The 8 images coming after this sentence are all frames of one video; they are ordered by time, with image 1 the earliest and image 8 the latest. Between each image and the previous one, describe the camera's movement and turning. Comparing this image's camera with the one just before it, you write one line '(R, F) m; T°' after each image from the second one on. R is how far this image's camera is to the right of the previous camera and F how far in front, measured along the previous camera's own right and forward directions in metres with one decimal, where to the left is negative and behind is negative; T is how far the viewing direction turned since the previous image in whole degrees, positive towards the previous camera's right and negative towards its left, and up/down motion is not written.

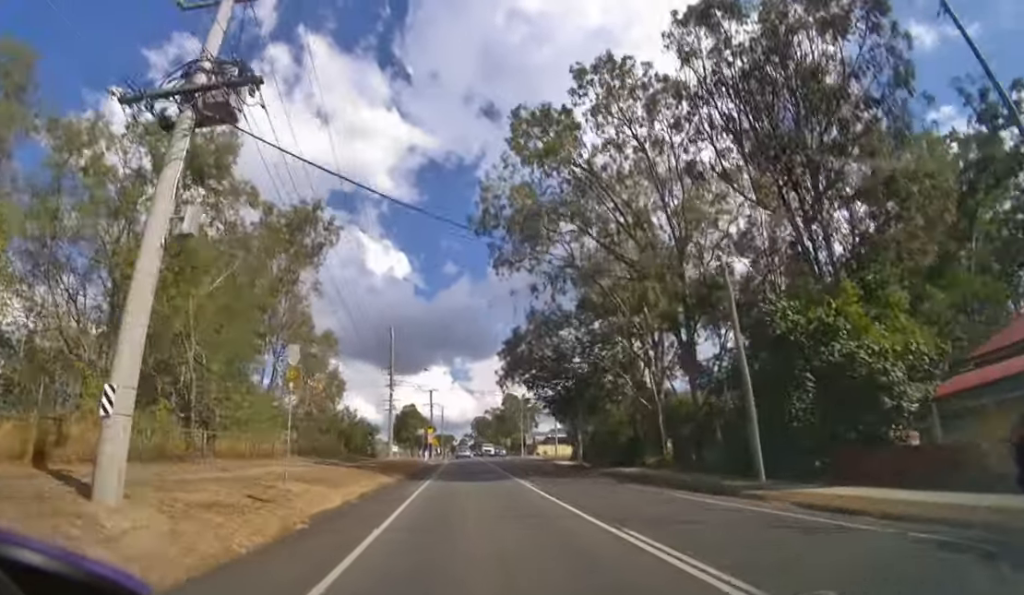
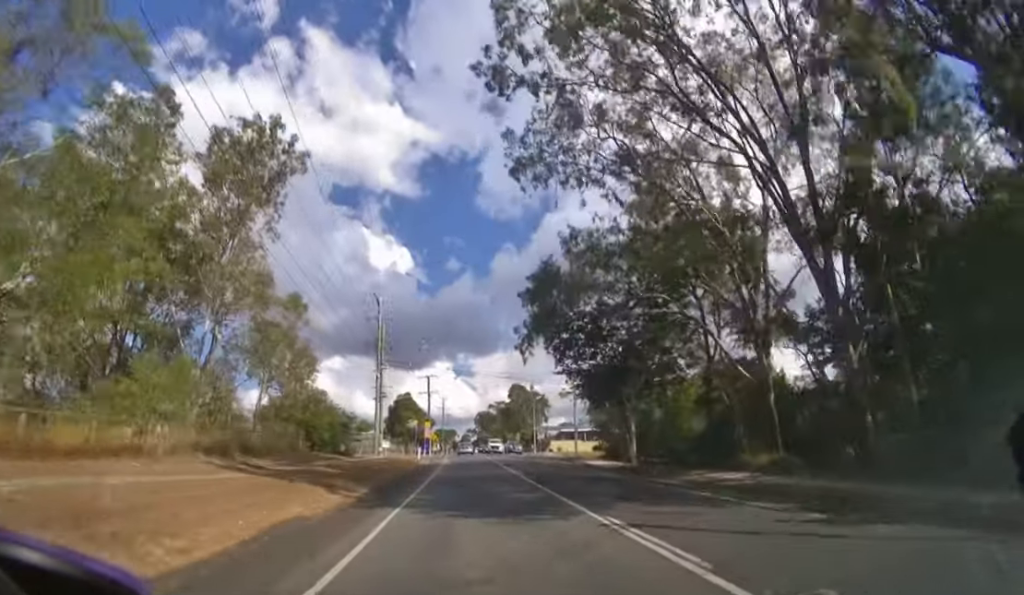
(0.0, +12.8) m; 0°
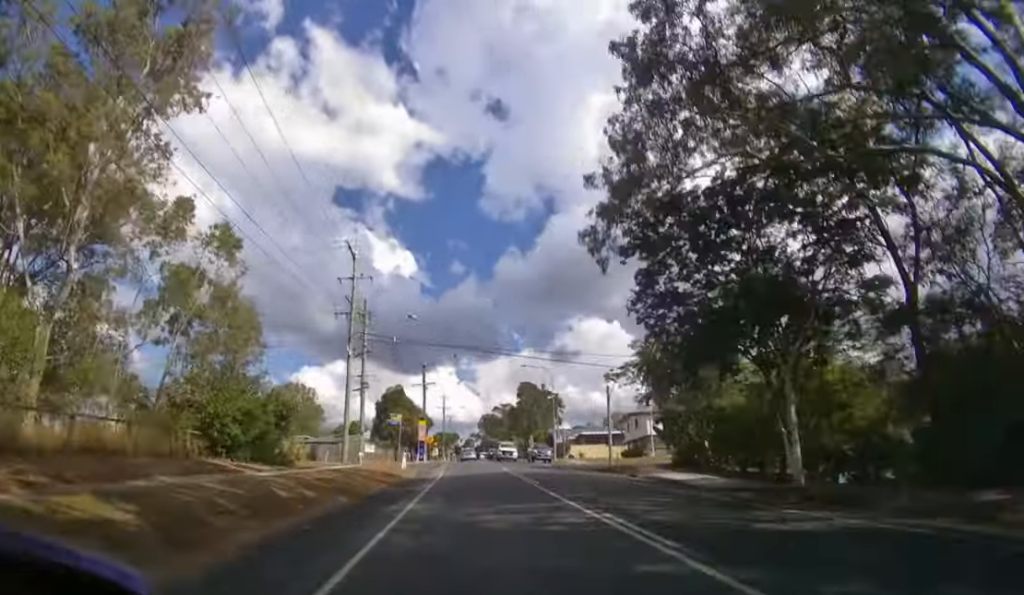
(0.0, +15.1) m; -1°
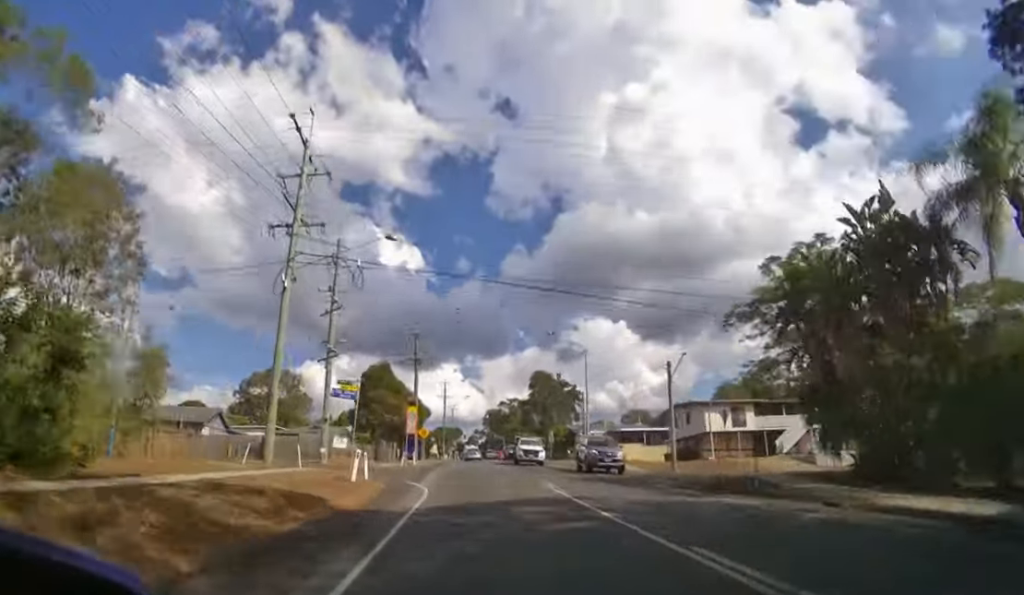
(-0.1, +14.5) m; 0°
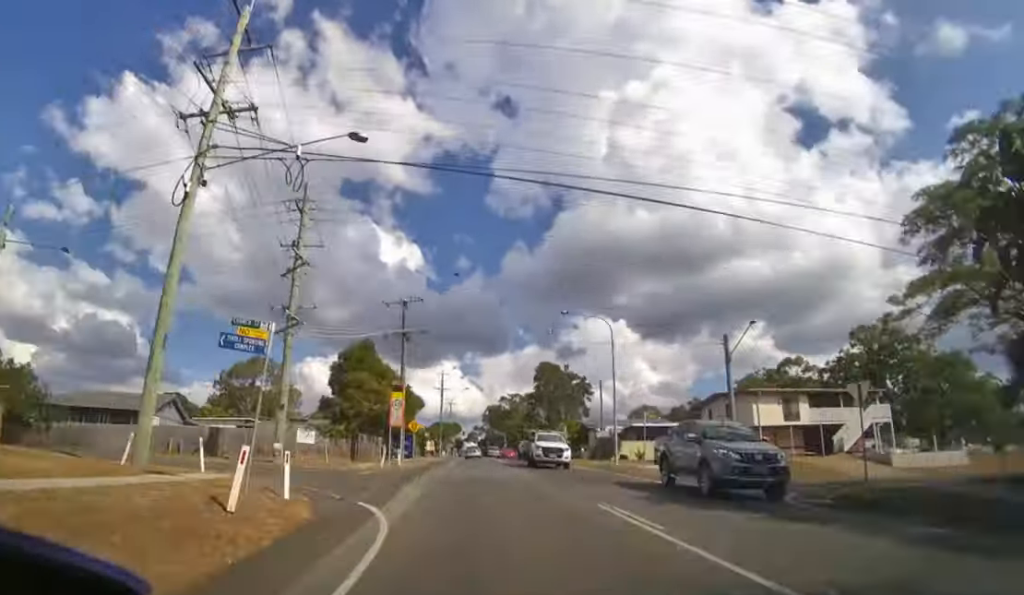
(-0.1, +8.2) m; 0°
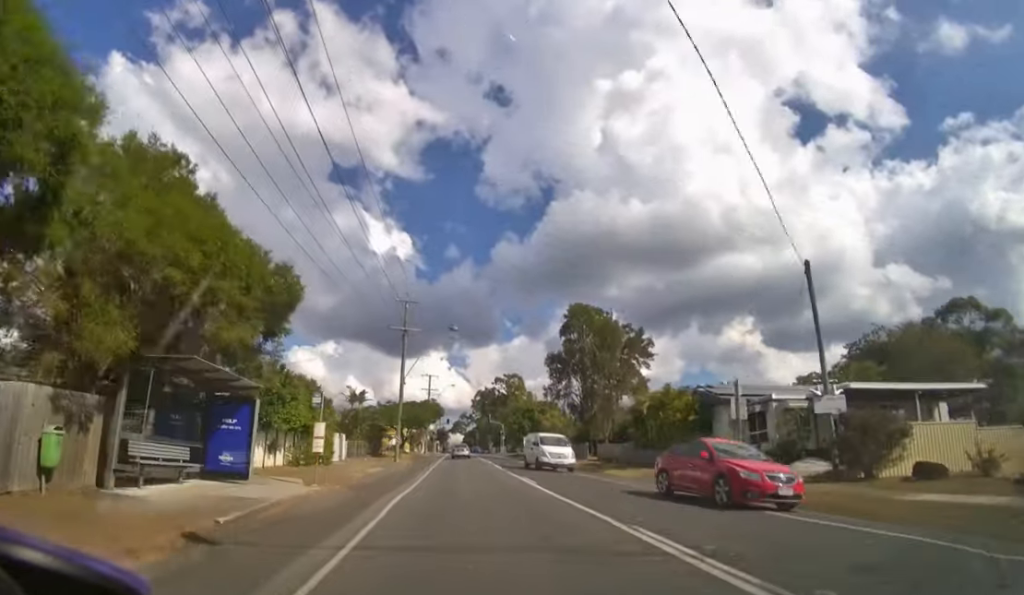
(+0.5, +34.1) m; +1°
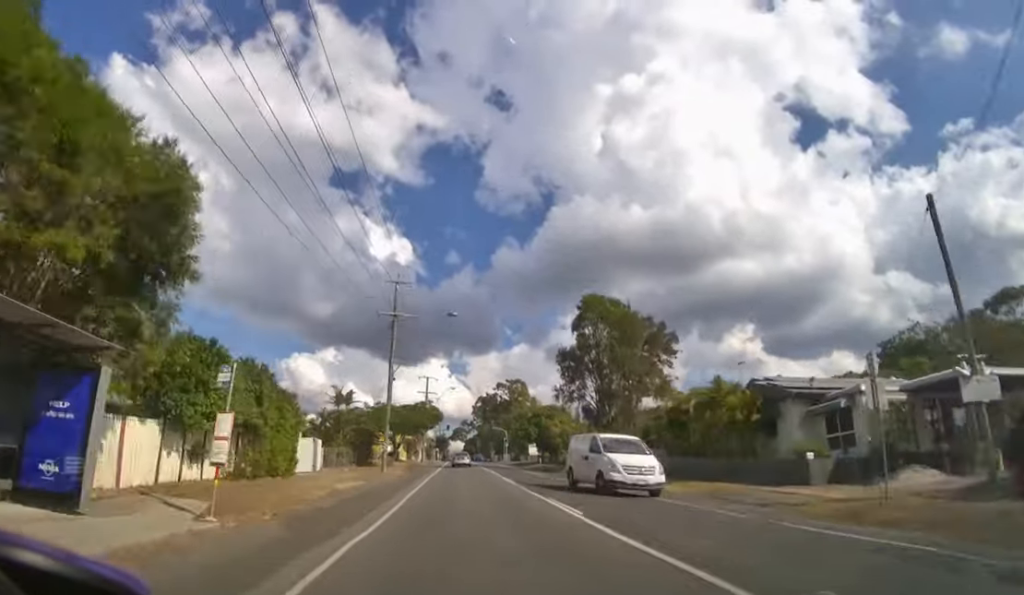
(0.0, +5.9) m; 0°
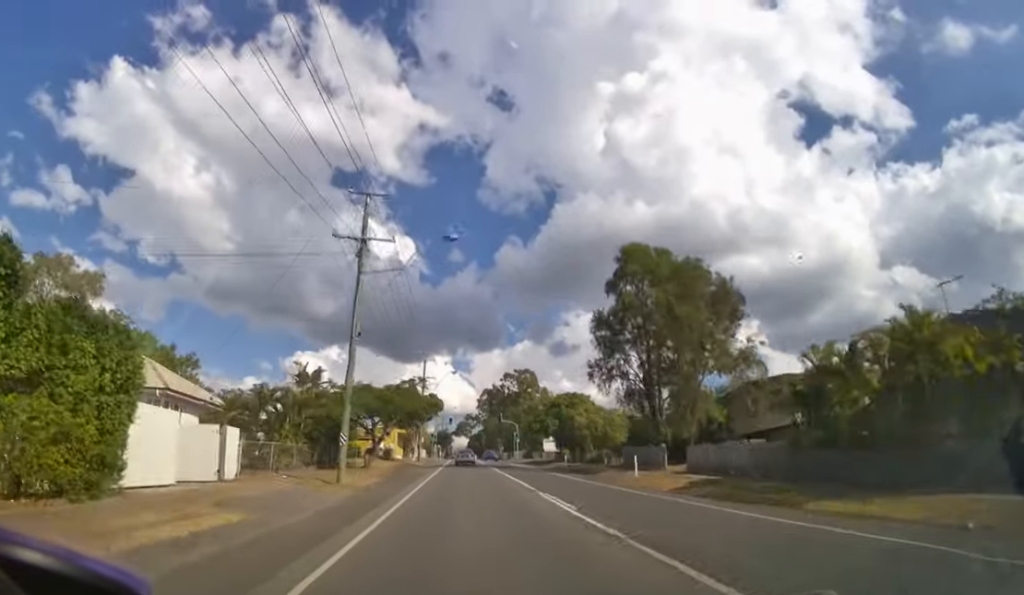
(0.0, +11.0) m; 0°
